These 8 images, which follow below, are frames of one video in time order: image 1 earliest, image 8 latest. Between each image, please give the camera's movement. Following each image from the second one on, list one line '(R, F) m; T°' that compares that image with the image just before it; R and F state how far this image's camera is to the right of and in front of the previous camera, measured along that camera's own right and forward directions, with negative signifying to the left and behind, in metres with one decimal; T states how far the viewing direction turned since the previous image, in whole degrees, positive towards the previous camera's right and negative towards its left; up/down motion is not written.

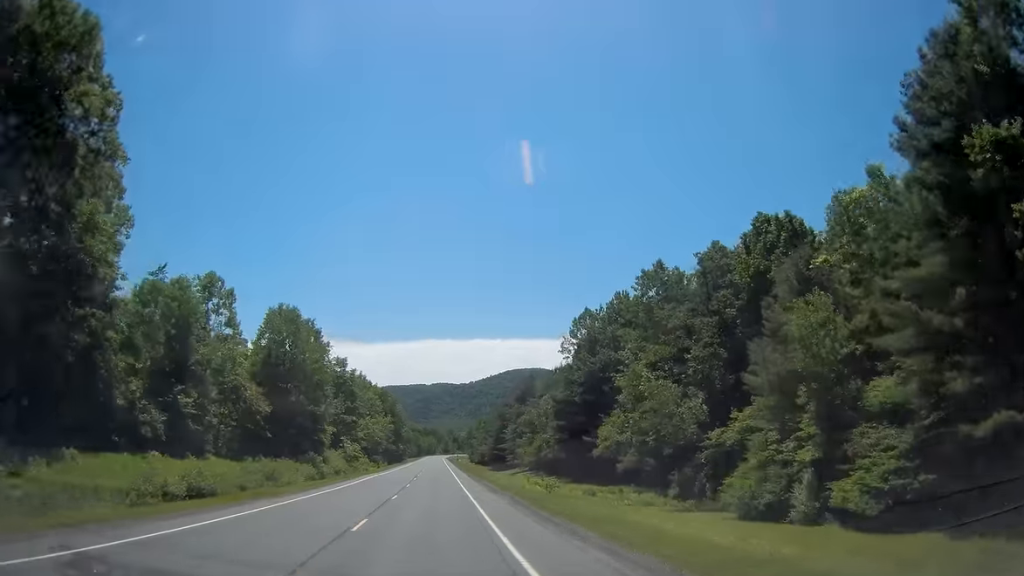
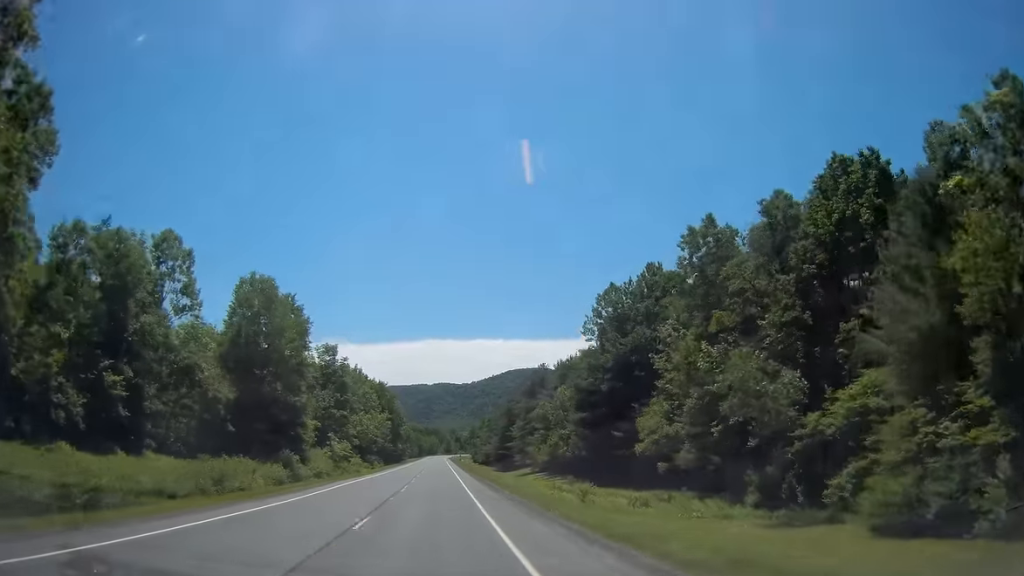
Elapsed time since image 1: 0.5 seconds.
(+0.2, +12.0) m; 0°
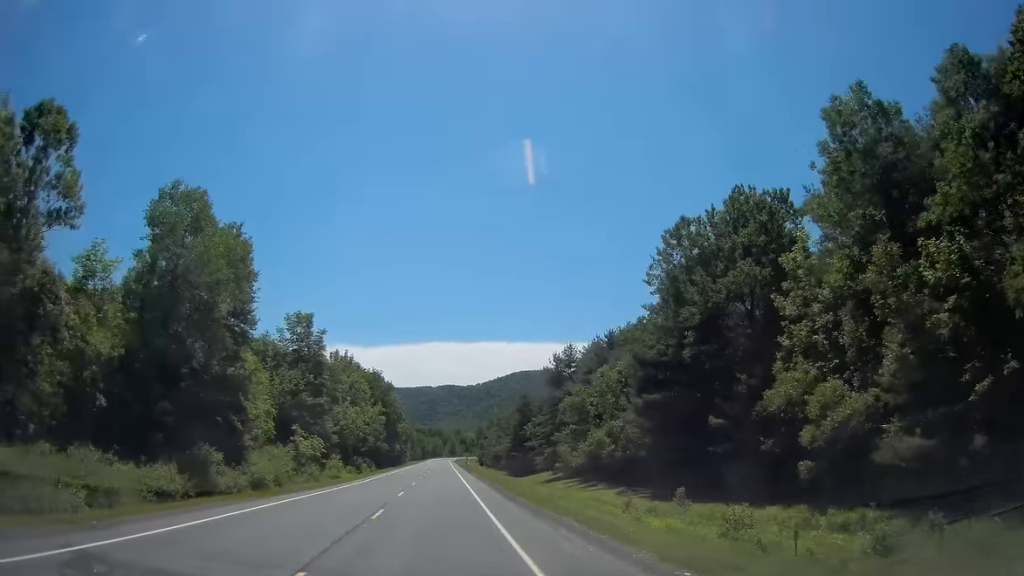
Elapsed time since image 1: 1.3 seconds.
(-0.3, +21.2) m; 0°
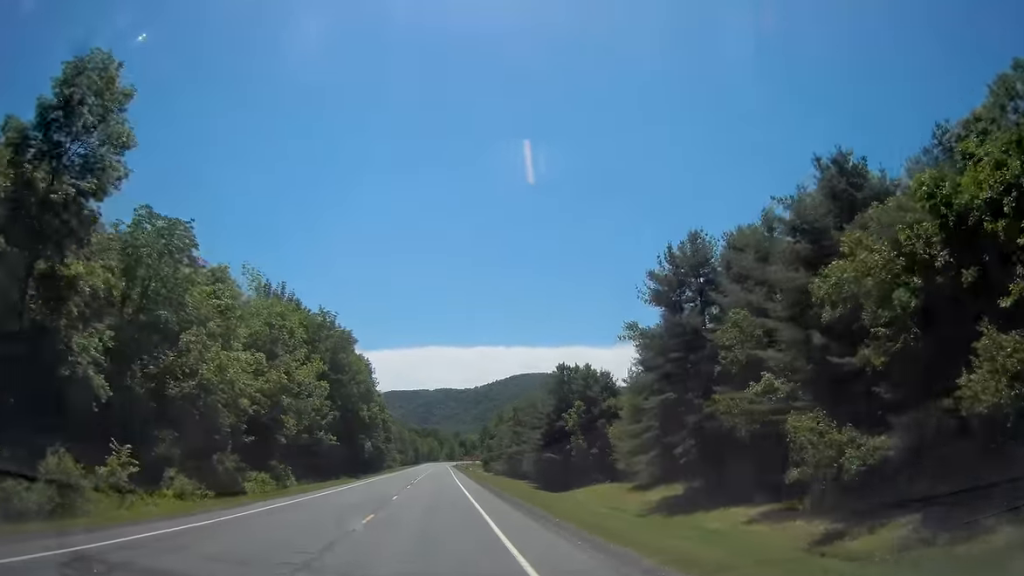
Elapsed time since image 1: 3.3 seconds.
(0.0, +50.5) m; 0°
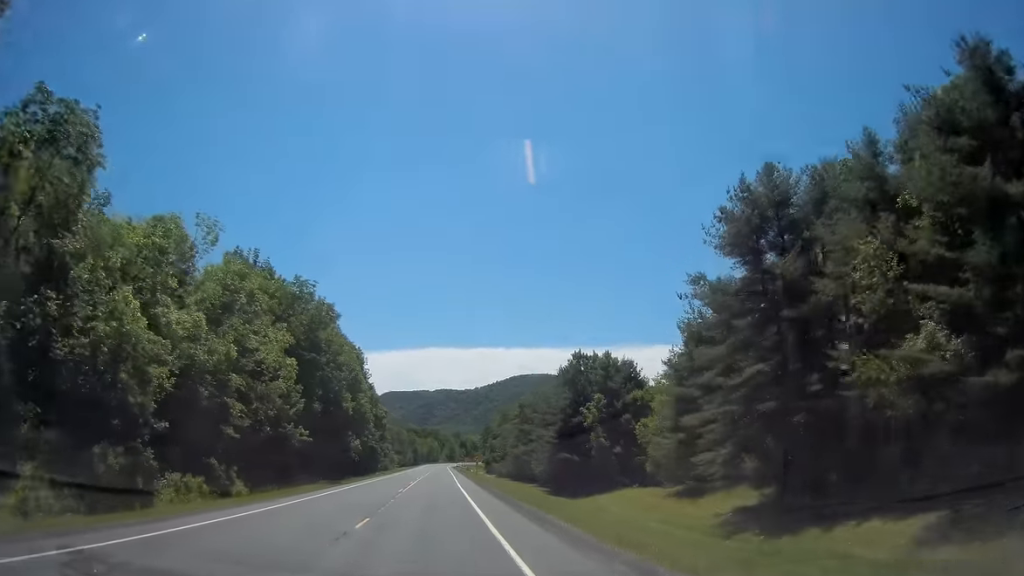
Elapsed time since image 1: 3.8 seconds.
(0.0, +12.6) m; 0°
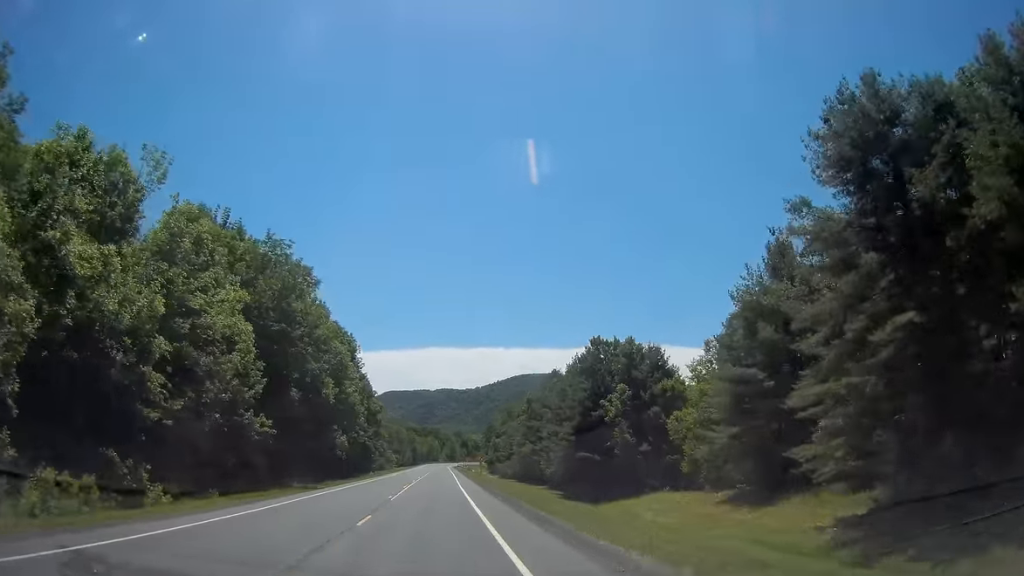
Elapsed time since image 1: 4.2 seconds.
(+0.1, +10.9) m; 0°
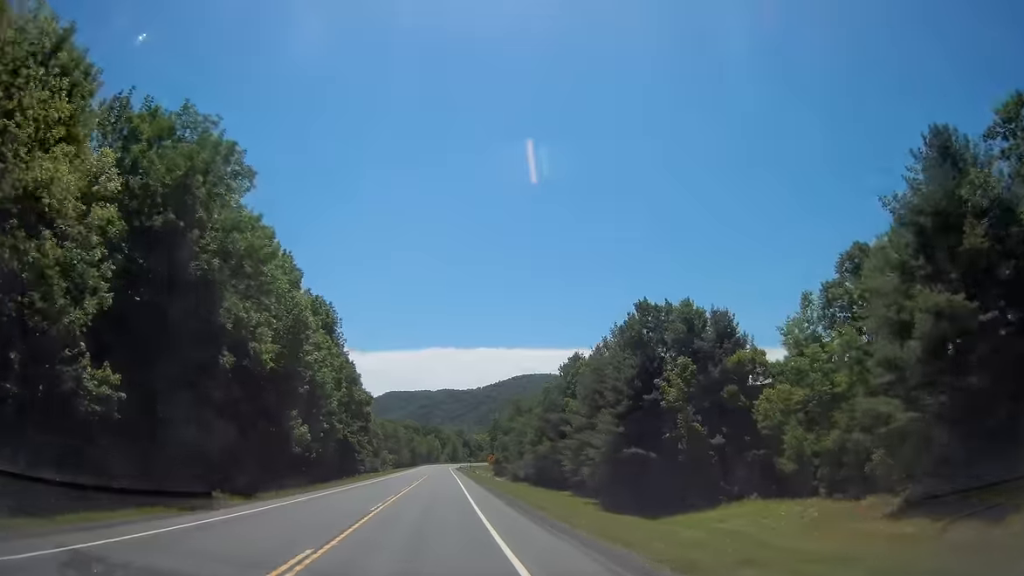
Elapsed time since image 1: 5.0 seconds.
(0.0, +19.2) m; 0°
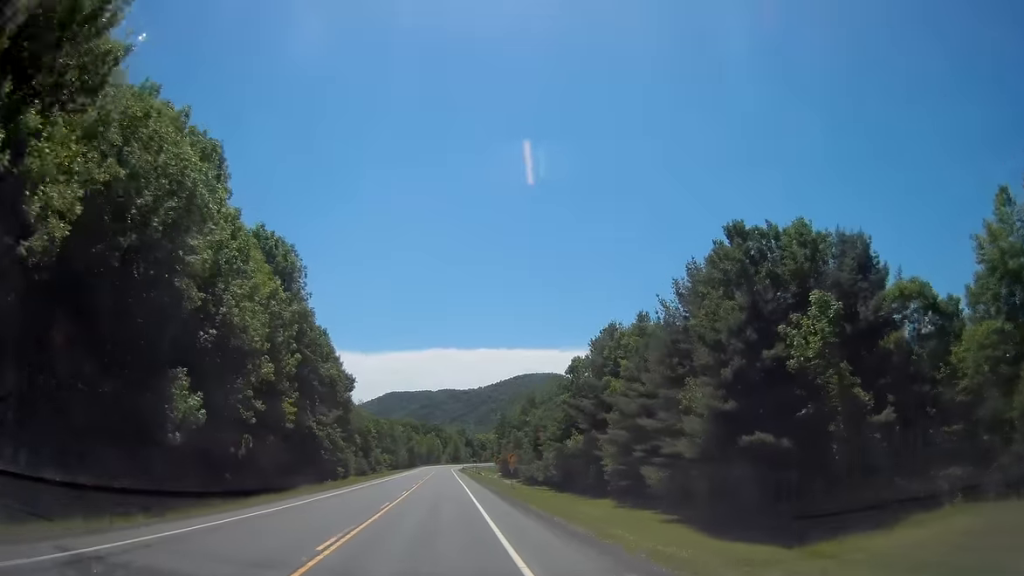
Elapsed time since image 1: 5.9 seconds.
(-0.1, +21.6) m; 0°
